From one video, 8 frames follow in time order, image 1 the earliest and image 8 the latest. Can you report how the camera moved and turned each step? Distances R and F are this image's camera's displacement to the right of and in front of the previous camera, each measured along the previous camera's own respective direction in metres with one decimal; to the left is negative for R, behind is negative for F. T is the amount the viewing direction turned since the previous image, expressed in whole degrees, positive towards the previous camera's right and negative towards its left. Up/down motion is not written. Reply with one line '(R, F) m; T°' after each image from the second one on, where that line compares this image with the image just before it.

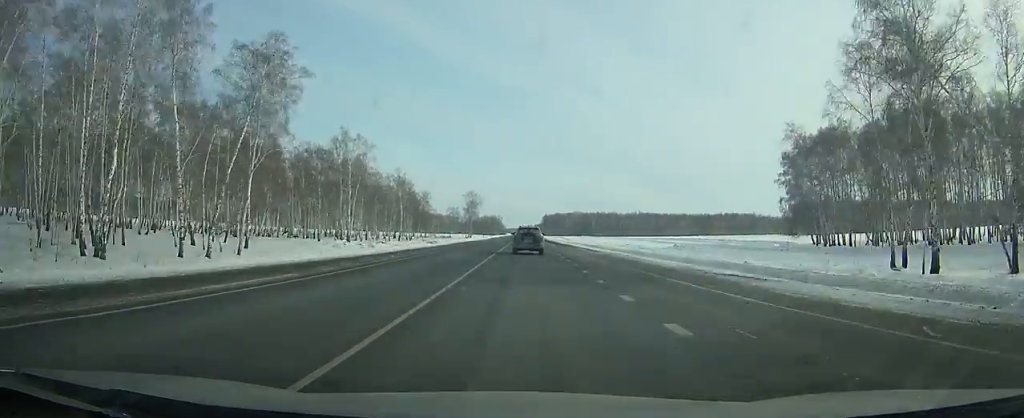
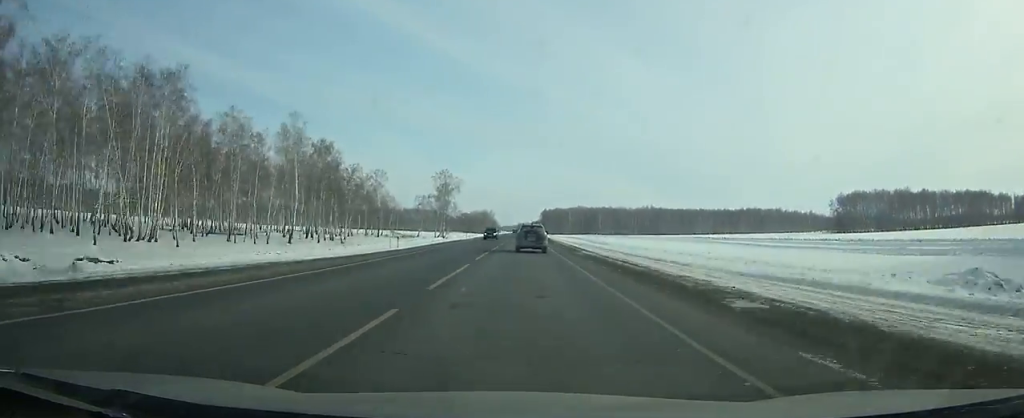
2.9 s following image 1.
(+0.1, +77.0) m; 0°
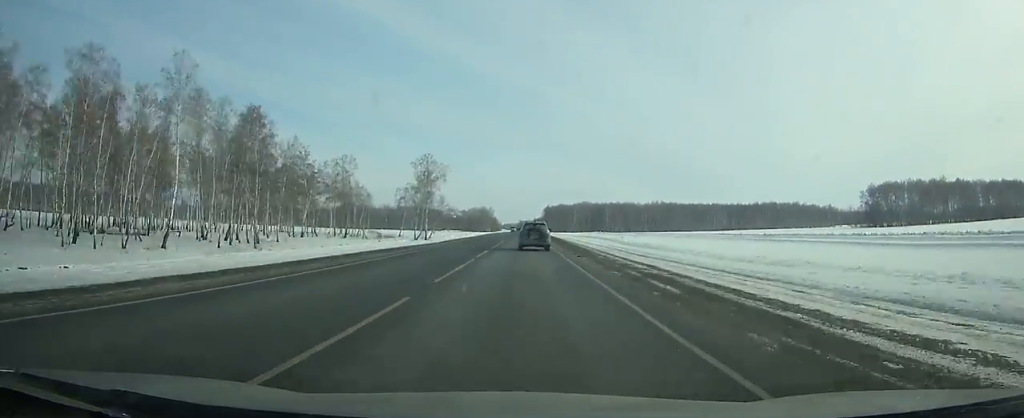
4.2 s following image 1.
(+0.1, +34.5) m; 0°
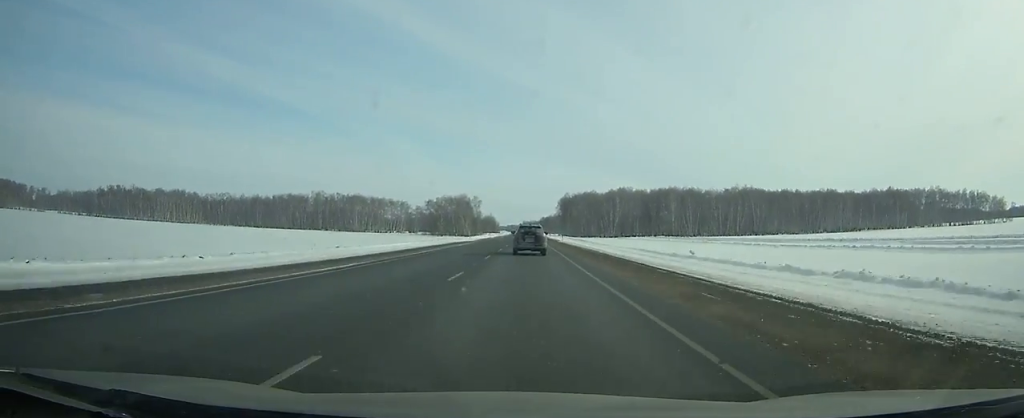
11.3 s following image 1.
(-0.4, +188.1) m; 0°
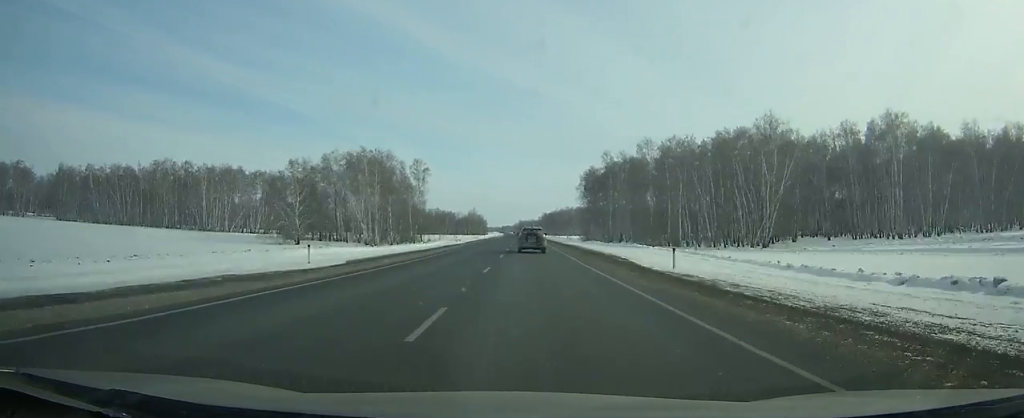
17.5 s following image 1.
(+0.7, +164.4) m; 0°
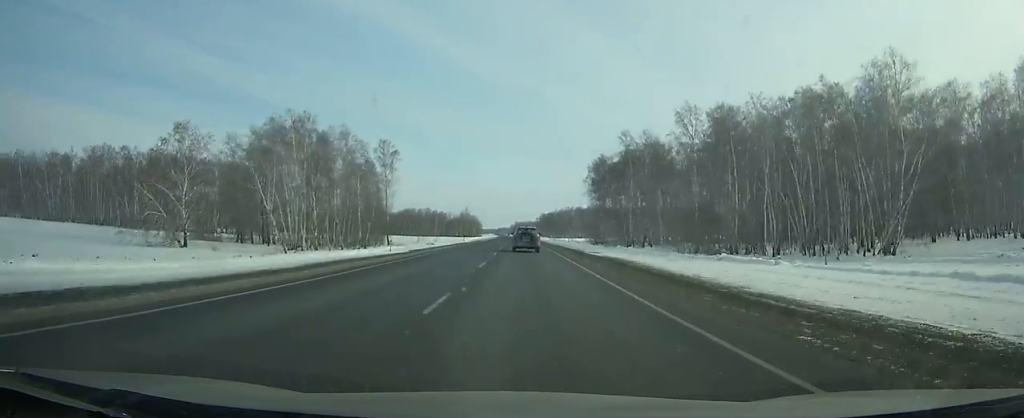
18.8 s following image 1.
(0.0, +34.6) m; 0°
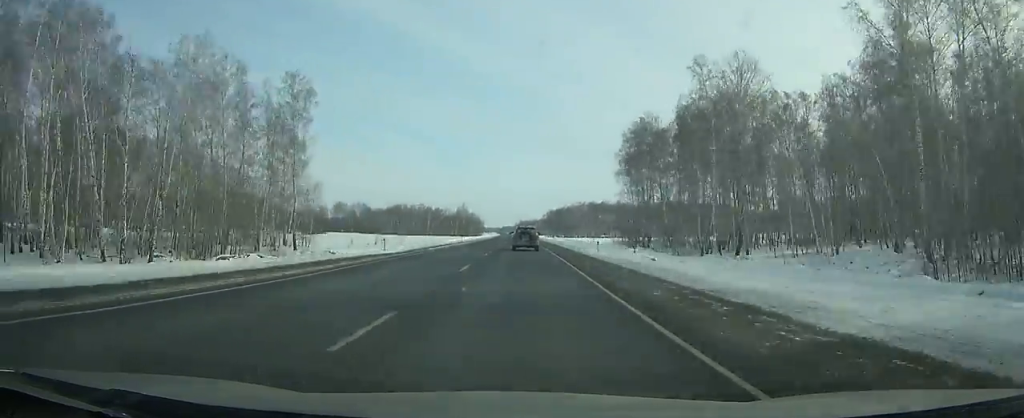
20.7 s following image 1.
(+0.1, +50.6) m; 0°
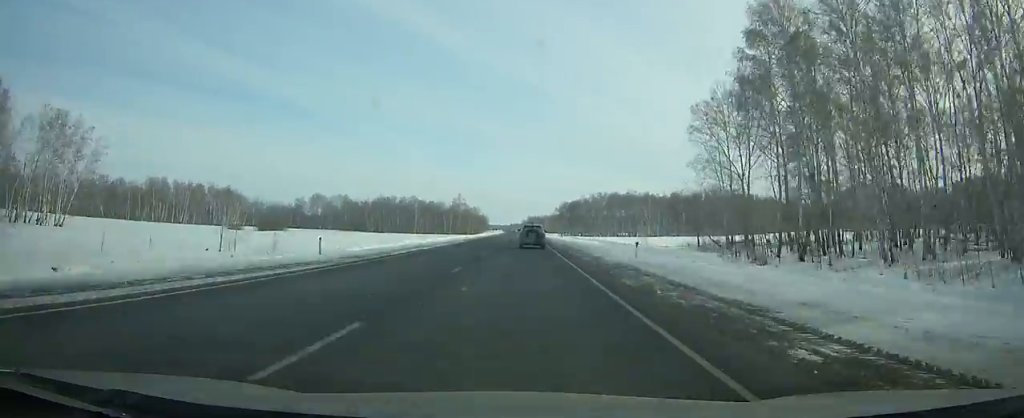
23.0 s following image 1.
(-0.1, +61.1) m; -1°
